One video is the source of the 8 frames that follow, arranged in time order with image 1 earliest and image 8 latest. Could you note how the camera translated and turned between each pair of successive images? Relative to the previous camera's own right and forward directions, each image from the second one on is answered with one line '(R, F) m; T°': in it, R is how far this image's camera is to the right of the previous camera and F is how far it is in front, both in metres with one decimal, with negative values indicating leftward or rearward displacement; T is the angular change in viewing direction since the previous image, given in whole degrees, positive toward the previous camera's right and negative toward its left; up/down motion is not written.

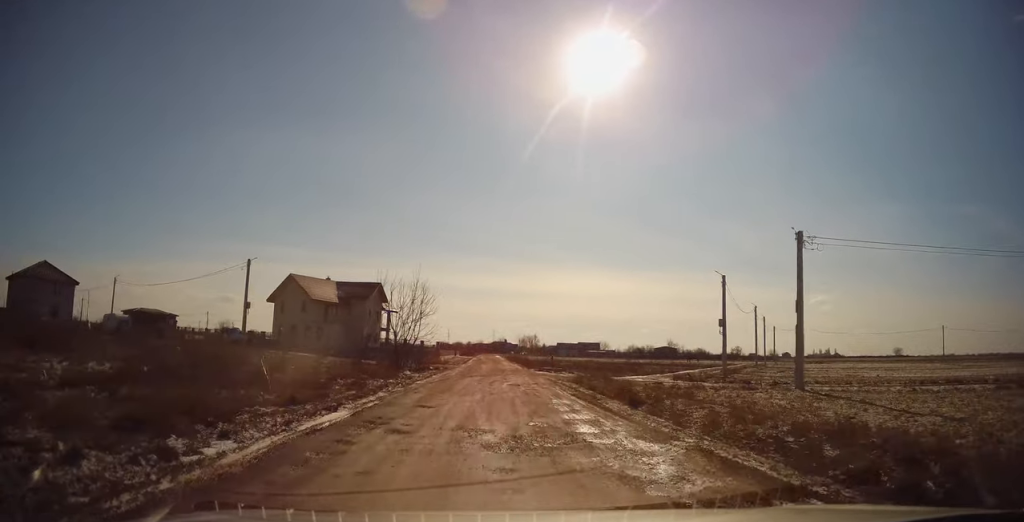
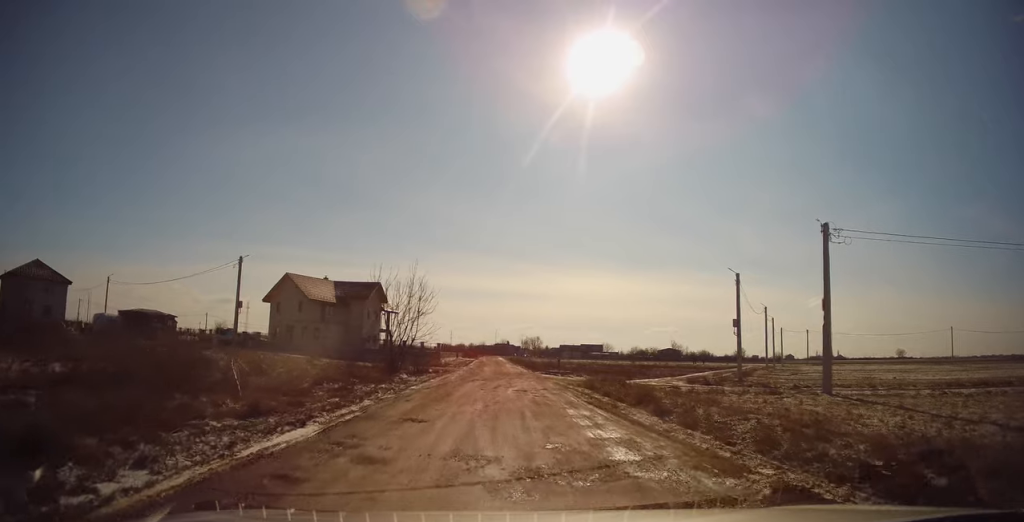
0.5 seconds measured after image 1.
(-0.1, +2.3) m; 0°
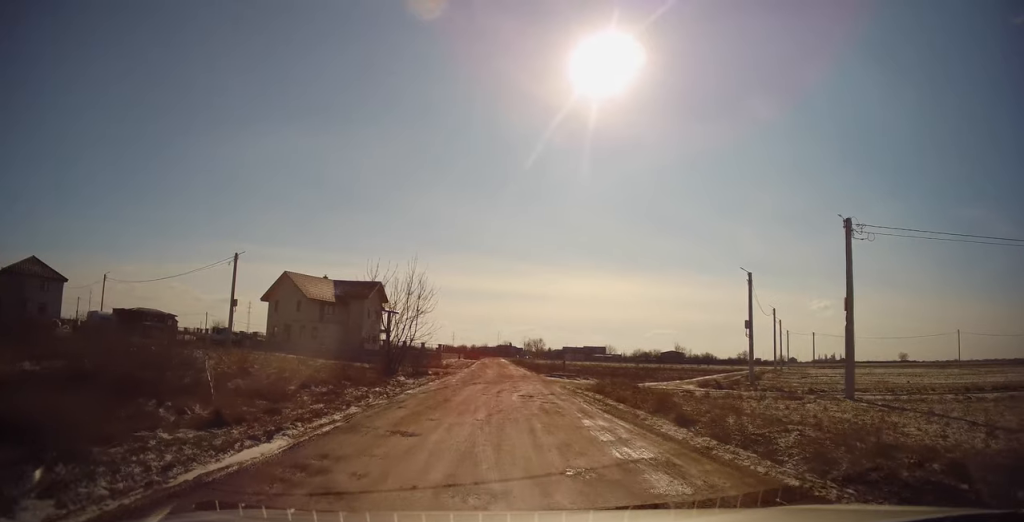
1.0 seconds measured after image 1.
(+0.1, +1.7) m; 0°
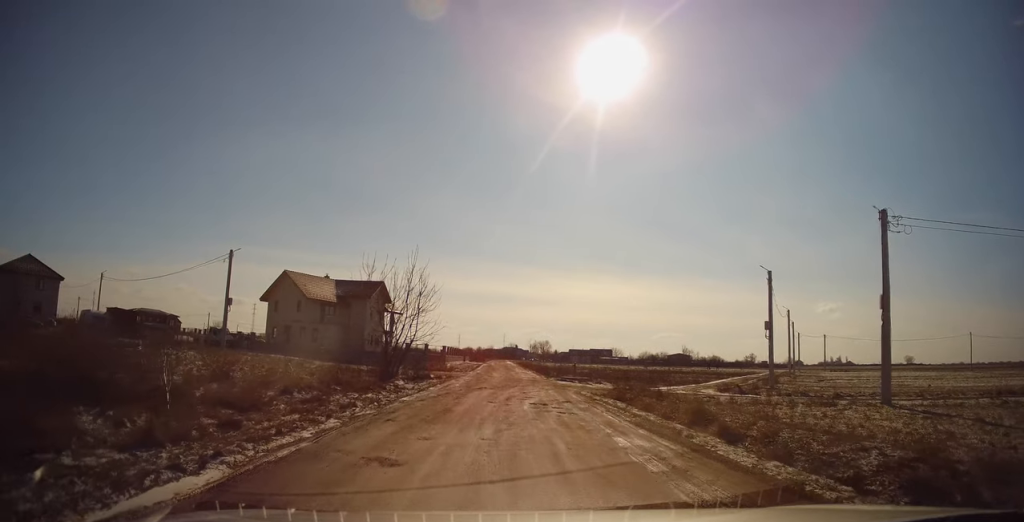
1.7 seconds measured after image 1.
(+0.1, +2.5) m; -1°
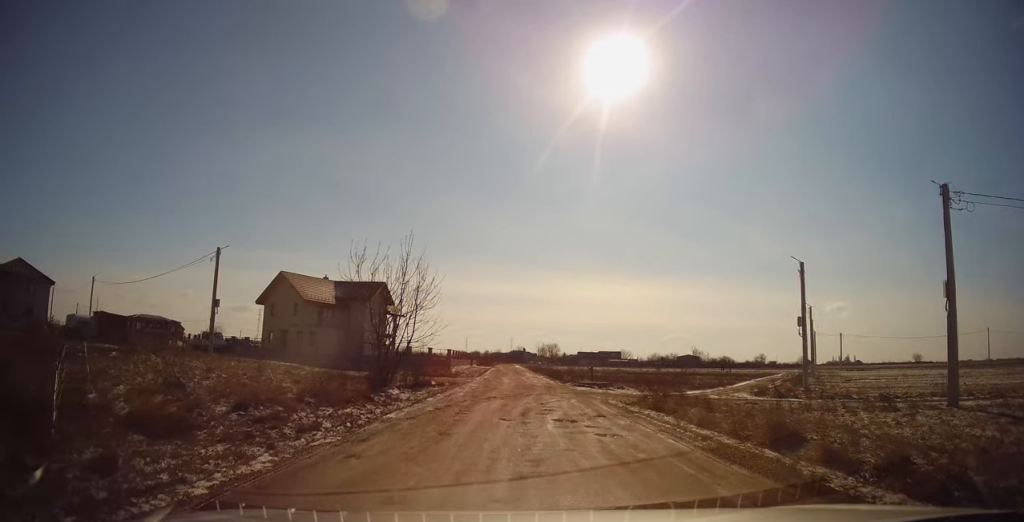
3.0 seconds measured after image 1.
(-0.1, +3.7) m; 0°
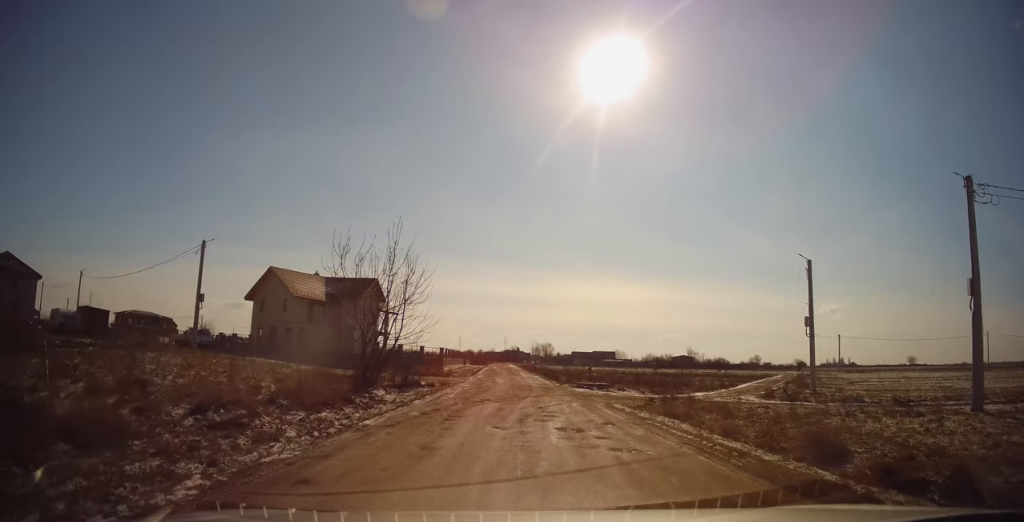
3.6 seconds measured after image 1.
(+0.1, +1.7) m; 0°
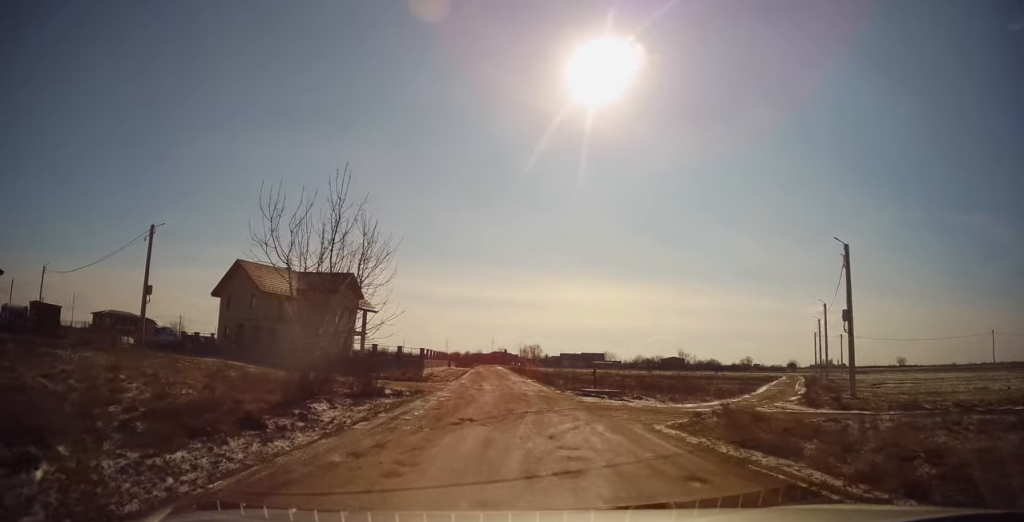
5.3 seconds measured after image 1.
(+0.1, +5.6) m; +3°
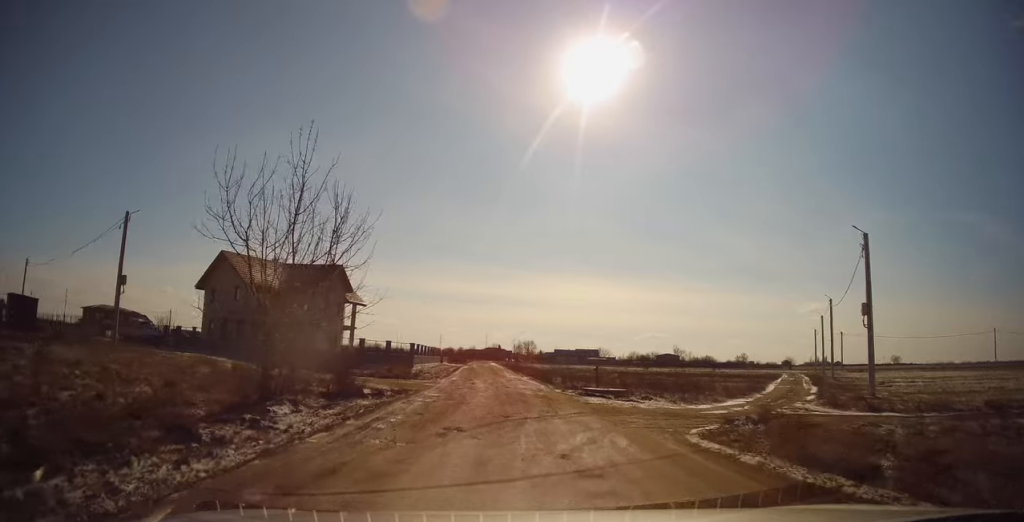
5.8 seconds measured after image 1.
(0.0, +2.0) m; 0°
